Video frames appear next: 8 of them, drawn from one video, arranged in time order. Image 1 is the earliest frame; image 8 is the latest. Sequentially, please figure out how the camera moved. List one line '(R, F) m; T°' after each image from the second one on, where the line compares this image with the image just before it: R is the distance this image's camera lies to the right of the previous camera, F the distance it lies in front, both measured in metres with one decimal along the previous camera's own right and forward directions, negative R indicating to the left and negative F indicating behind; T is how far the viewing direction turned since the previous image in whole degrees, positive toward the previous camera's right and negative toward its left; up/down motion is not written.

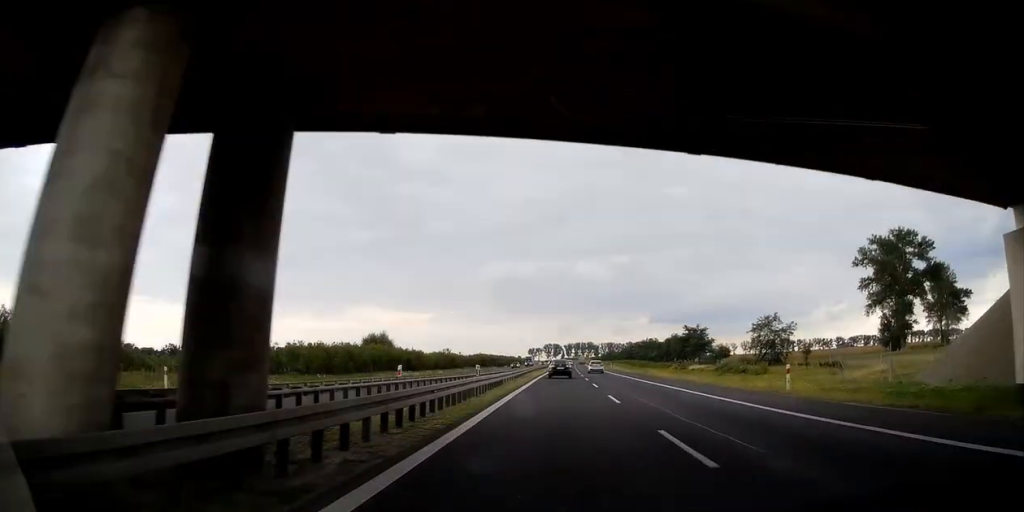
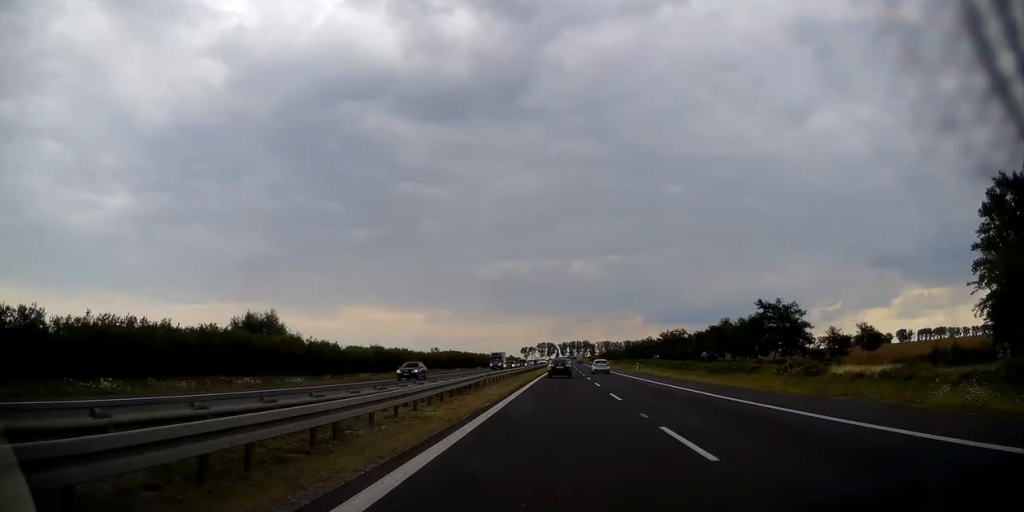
(+0.3, +48.3) m; +1°
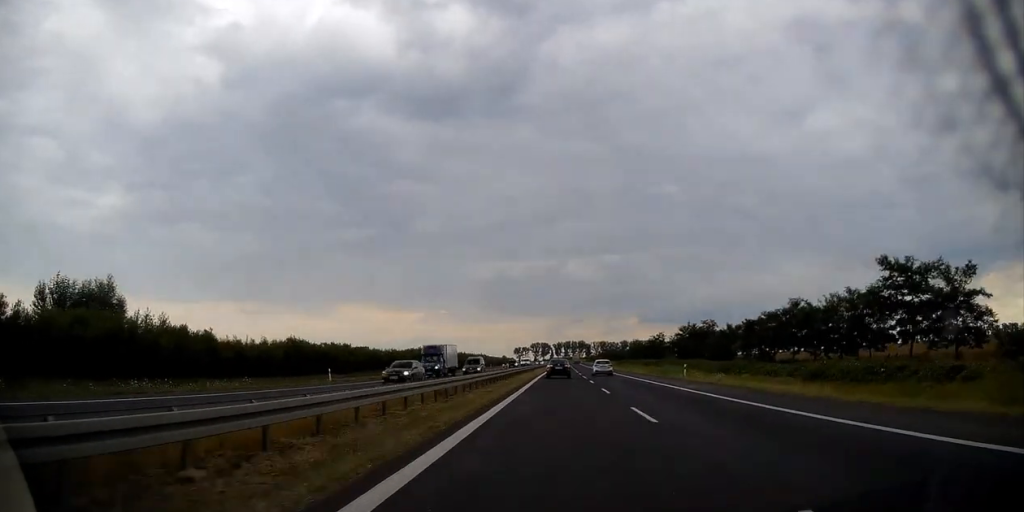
(+0.2, +31.3) m; 0°
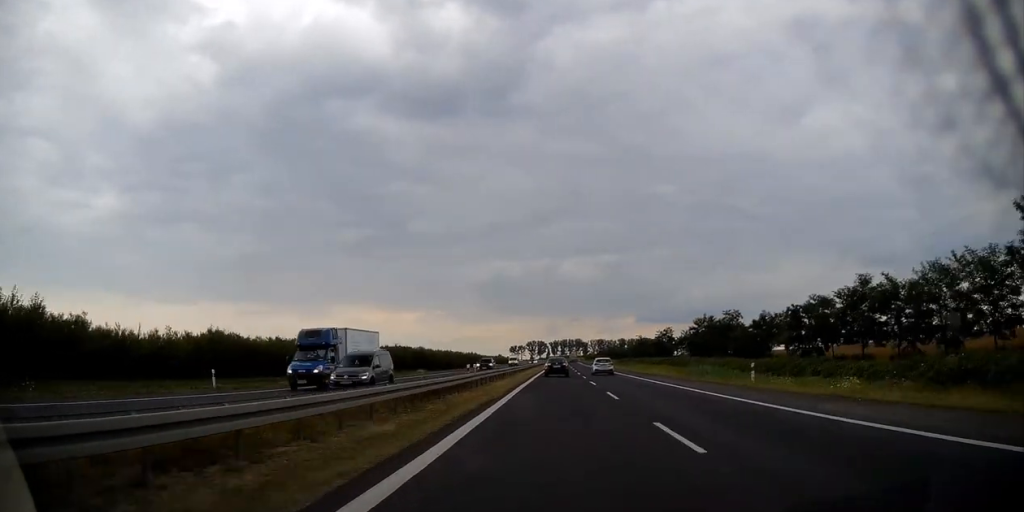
(0.0, +16.8) m; 0°
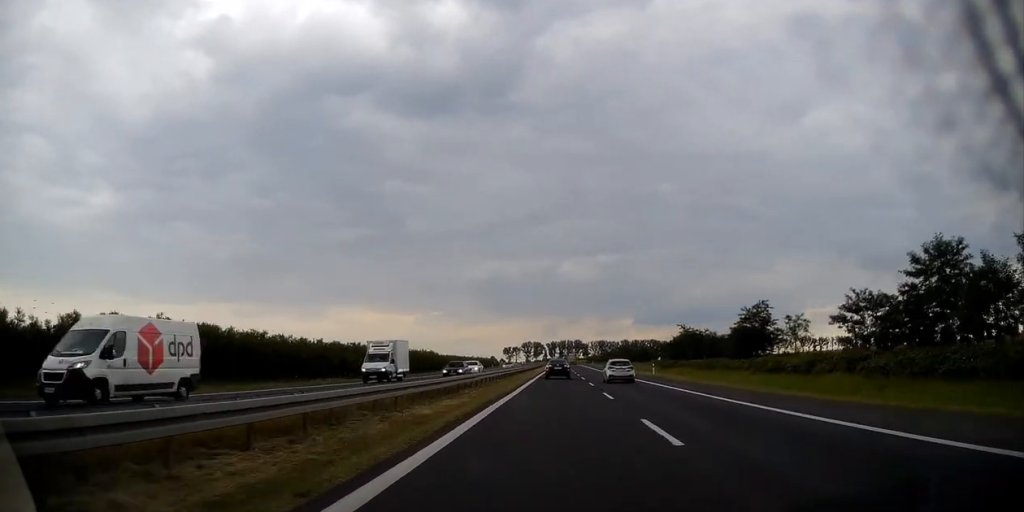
(-0.1, +71.5) m; 0°
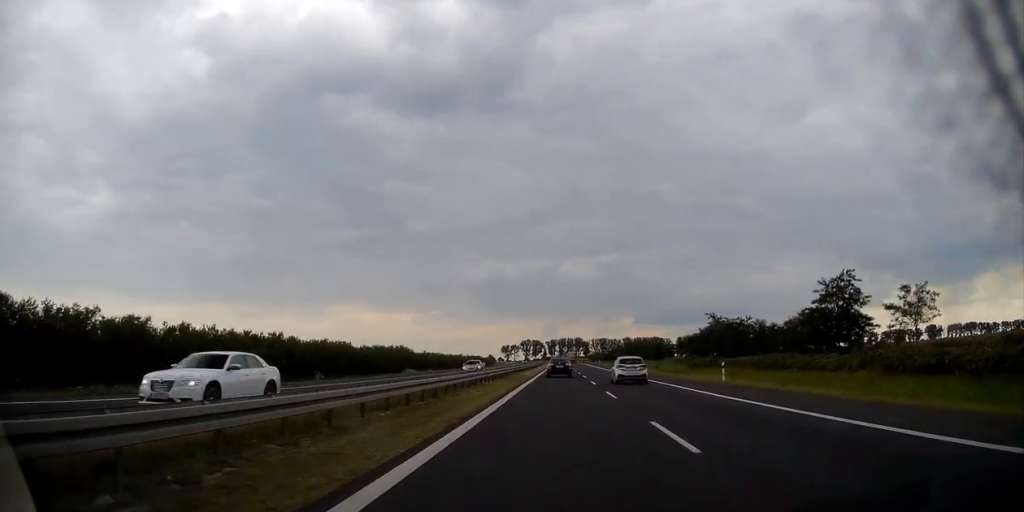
(0.0, +25.0) m; 0°
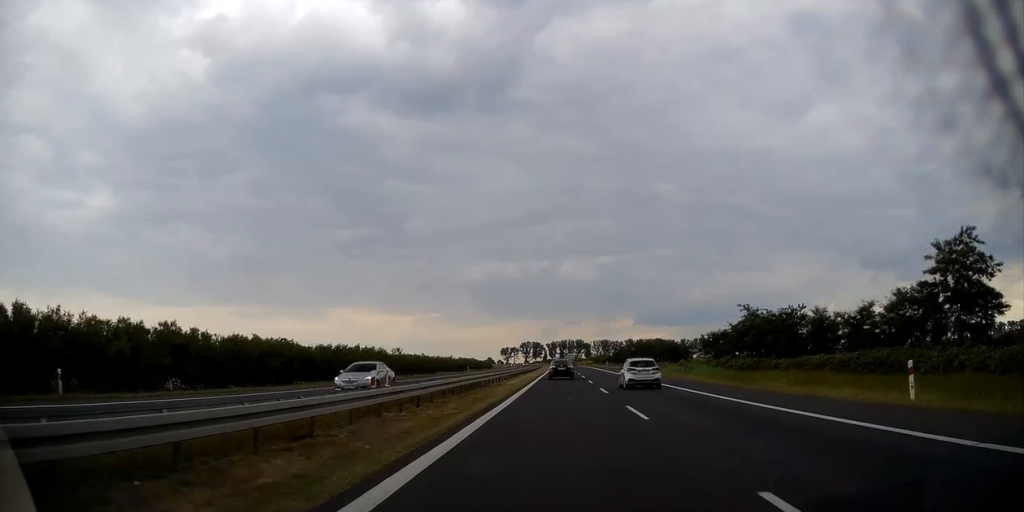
(0.0, +19.0) m; 0°
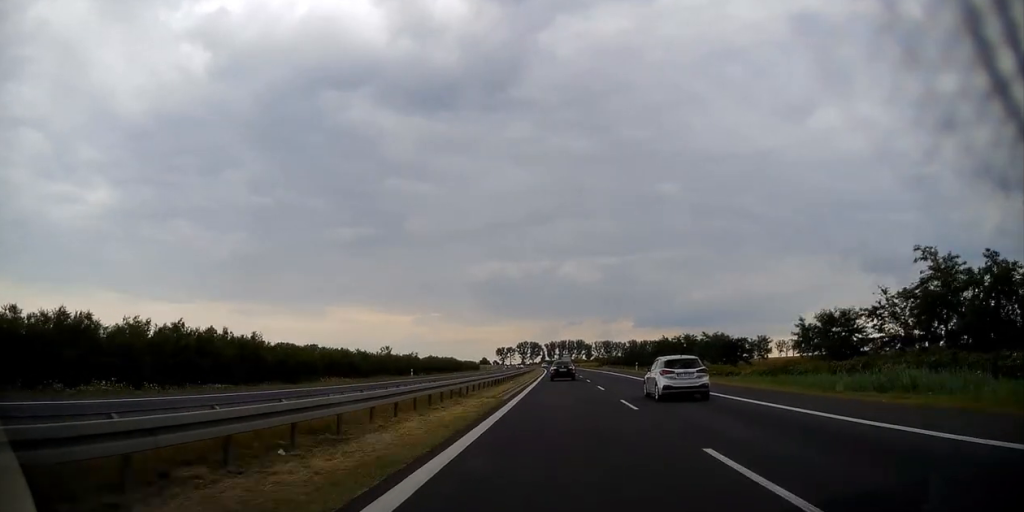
(+0.1, +45.1) m; 0°
